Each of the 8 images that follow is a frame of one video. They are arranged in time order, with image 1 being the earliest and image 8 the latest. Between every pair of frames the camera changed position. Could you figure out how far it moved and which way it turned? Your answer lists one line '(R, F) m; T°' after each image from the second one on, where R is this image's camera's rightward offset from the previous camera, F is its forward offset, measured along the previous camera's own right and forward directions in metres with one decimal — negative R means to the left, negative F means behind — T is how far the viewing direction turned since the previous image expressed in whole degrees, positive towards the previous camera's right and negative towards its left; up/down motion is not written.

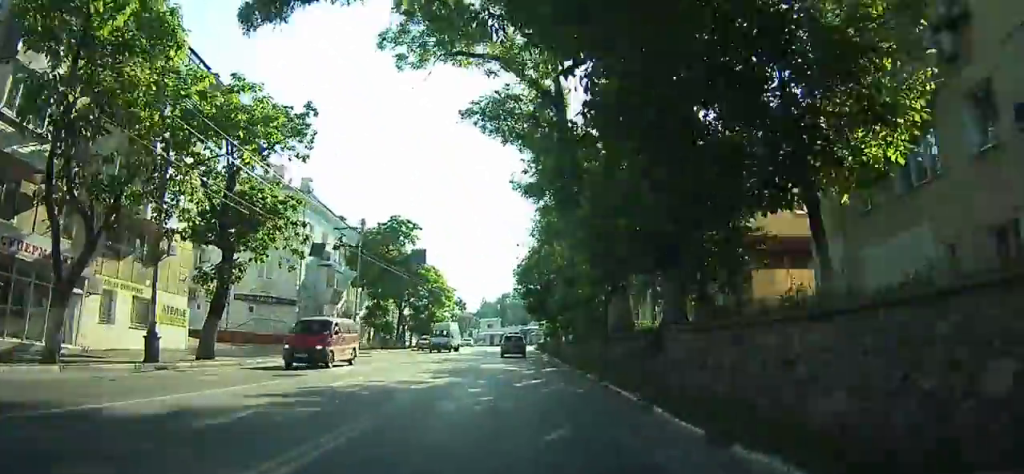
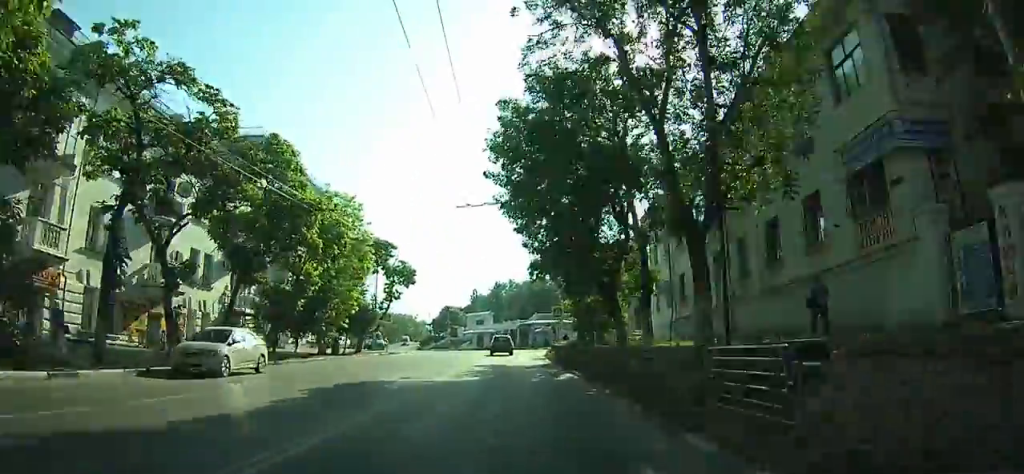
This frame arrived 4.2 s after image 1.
(-0.6, +38.5) m; -3°
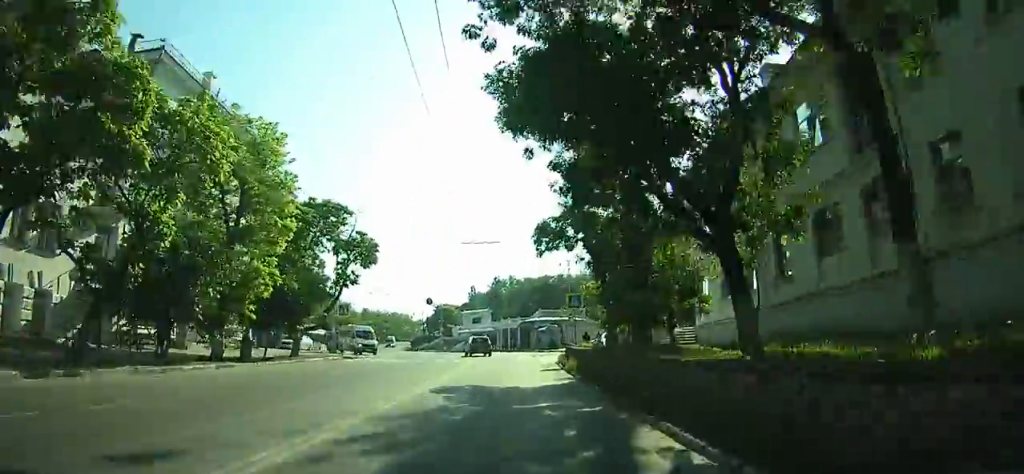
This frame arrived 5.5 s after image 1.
(0.0, +12.6) m; -1°
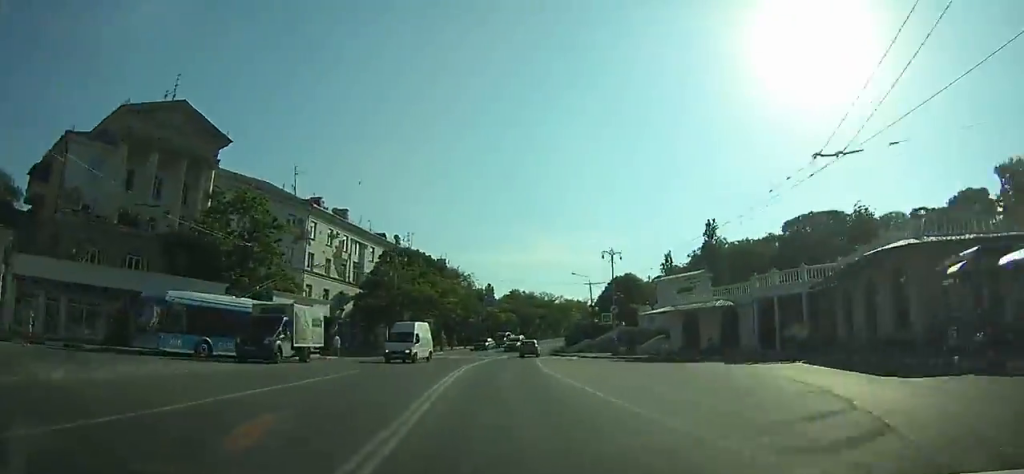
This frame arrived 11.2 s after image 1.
(-5.9, +57.0) m; -12°
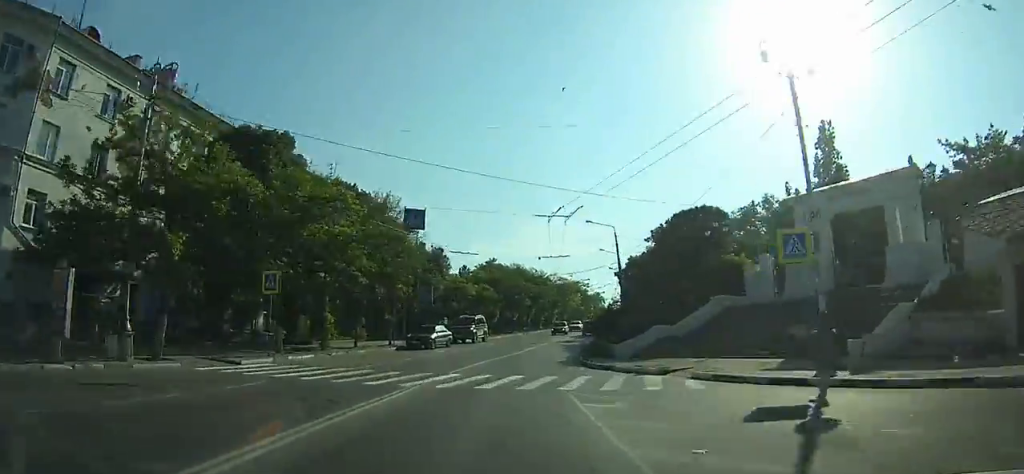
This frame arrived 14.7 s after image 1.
(-1.7, +36.4) m; +1°
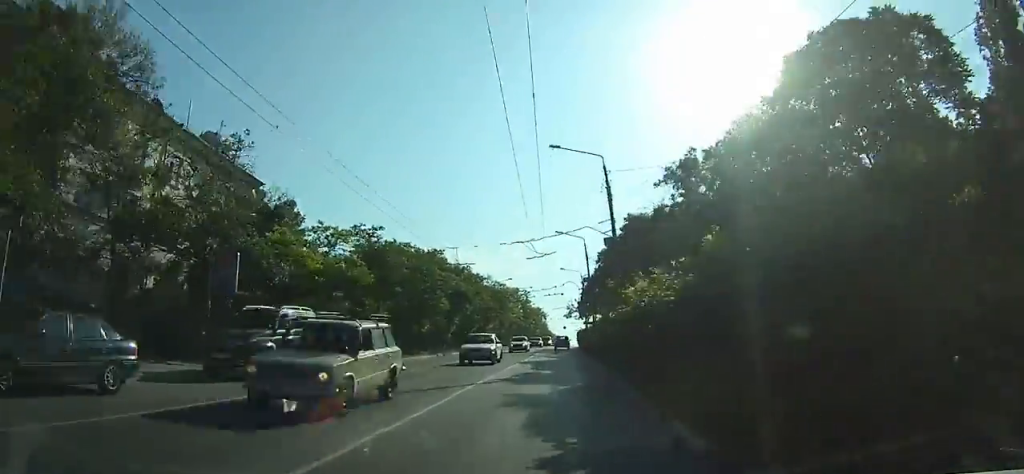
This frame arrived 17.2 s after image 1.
(+1.6, +26.0) m; +5°
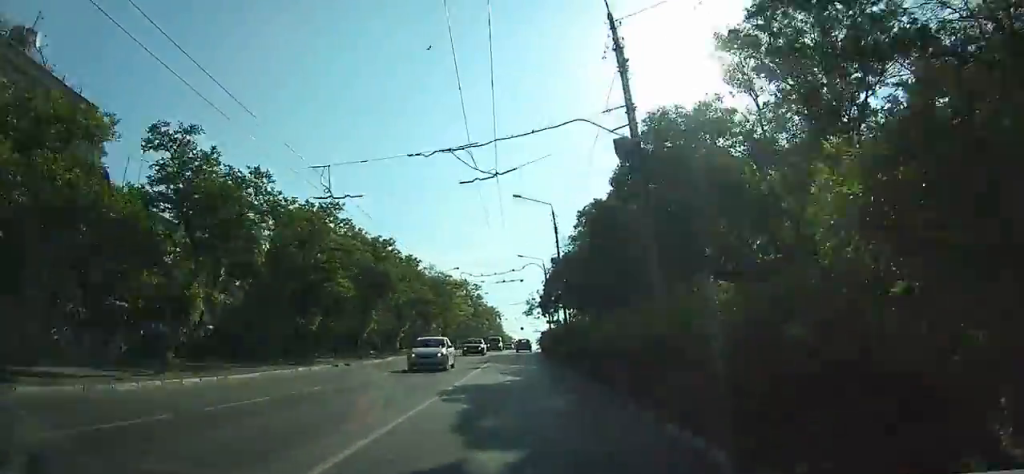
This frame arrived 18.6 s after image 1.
(+0.4, +14.4) m; +2°
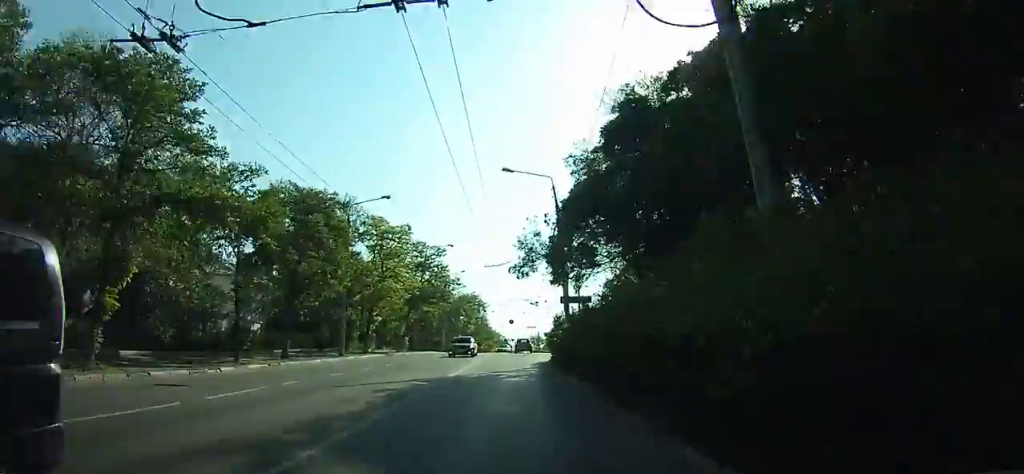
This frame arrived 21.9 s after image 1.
(+0.8, +32.7) m; +1°
